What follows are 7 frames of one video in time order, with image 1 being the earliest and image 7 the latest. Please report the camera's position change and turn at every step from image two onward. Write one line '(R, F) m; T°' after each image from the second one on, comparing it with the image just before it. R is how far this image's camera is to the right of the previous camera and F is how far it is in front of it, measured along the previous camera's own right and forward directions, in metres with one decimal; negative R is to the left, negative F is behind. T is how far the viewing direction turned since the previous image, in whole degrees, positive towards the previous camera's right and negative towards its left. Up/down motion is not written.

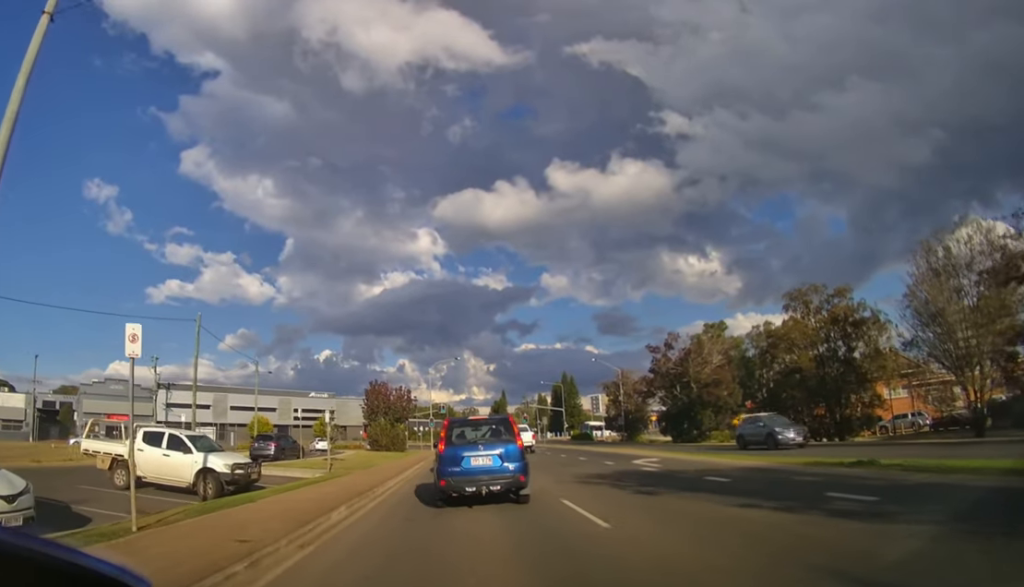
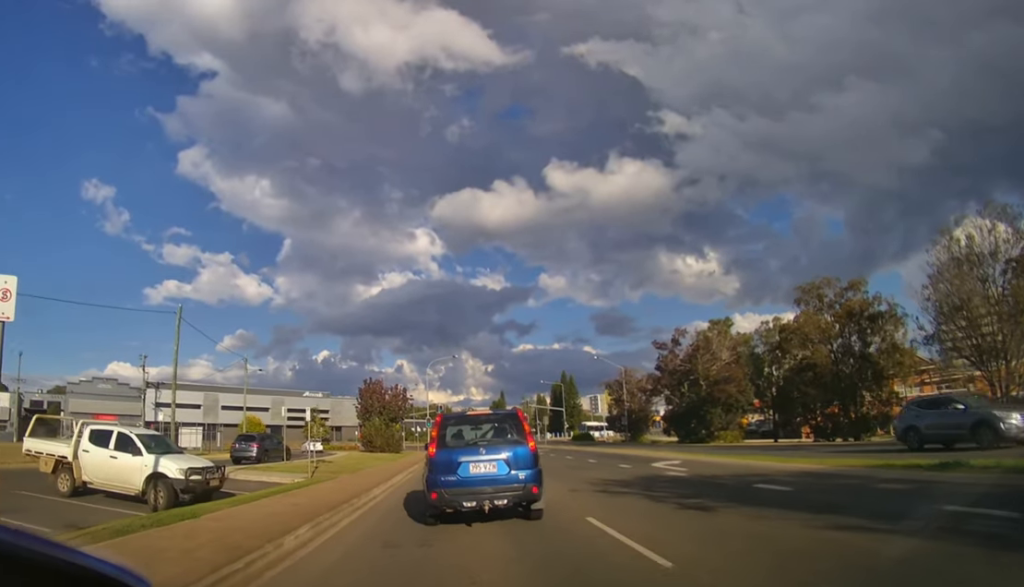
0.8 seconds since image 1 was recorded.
(0.0, +2.8) m; +1°
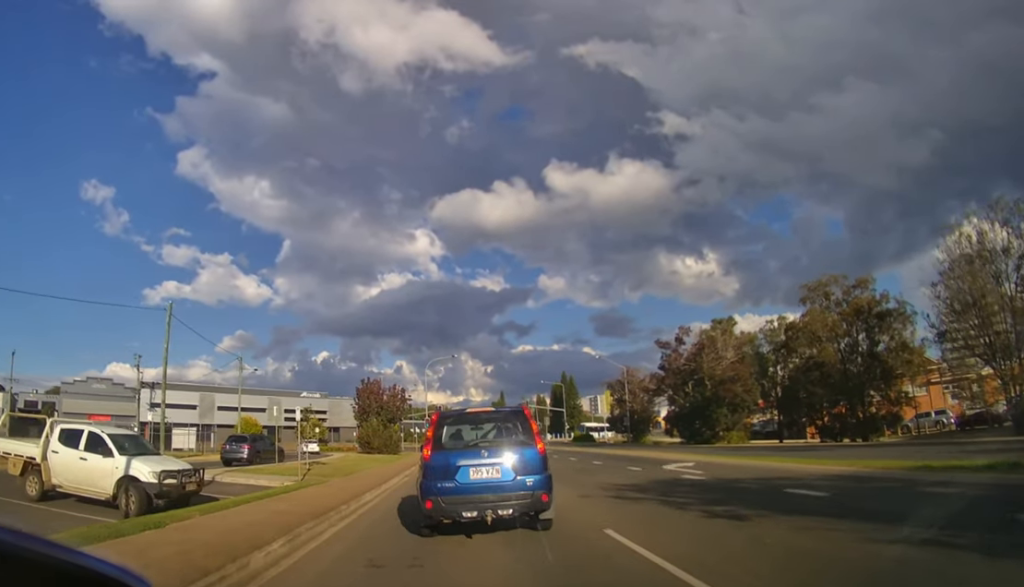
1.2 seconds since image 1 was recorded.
(0.0, +1.2) m; +1°
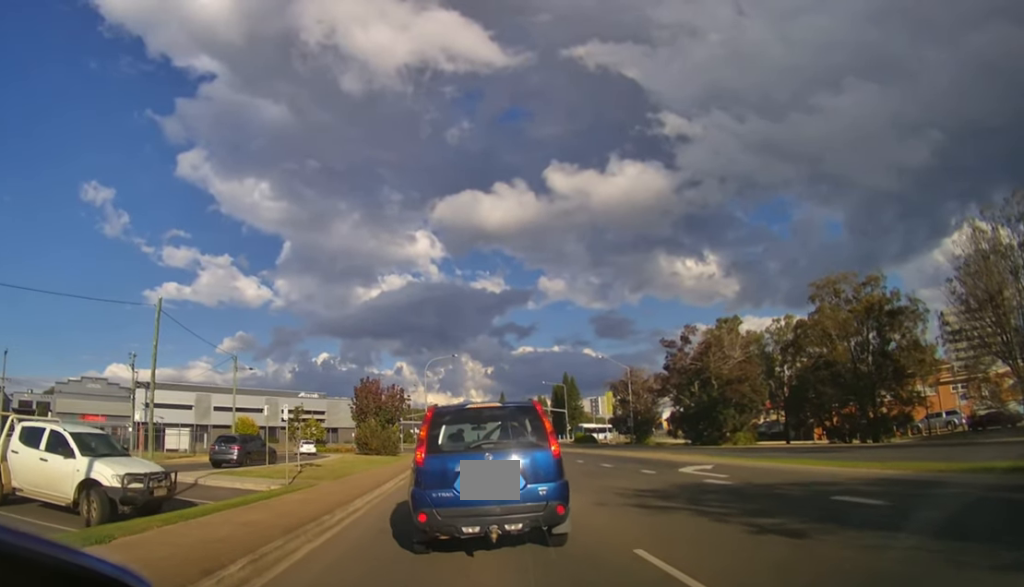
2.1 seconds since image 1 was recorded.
(0.0, +1.6) m; +1°
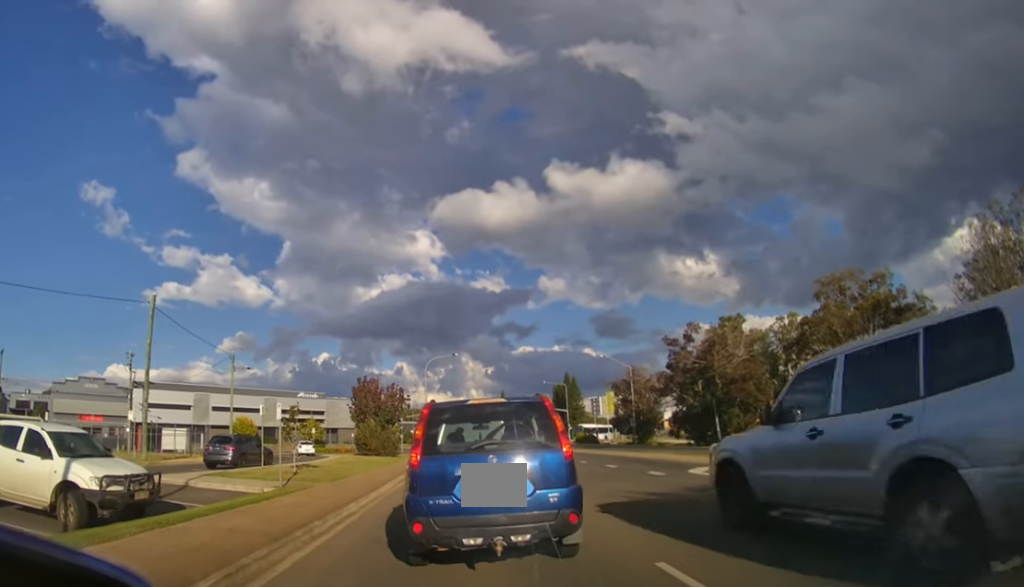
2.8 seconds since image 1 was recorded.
(0.0, +0.5) m; 0°
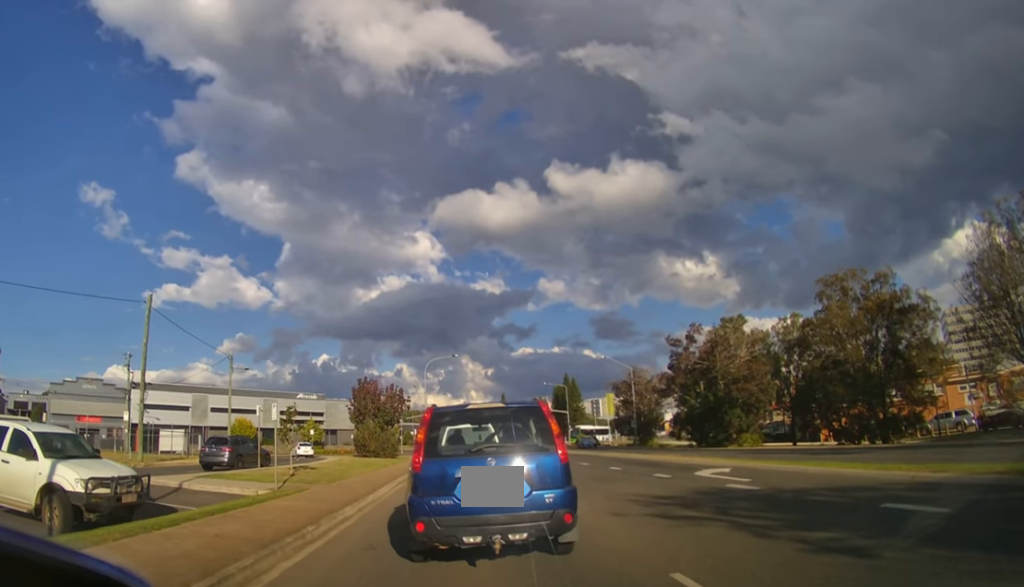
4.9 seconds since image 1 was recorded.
(+0.2, +0.6) m; 0°
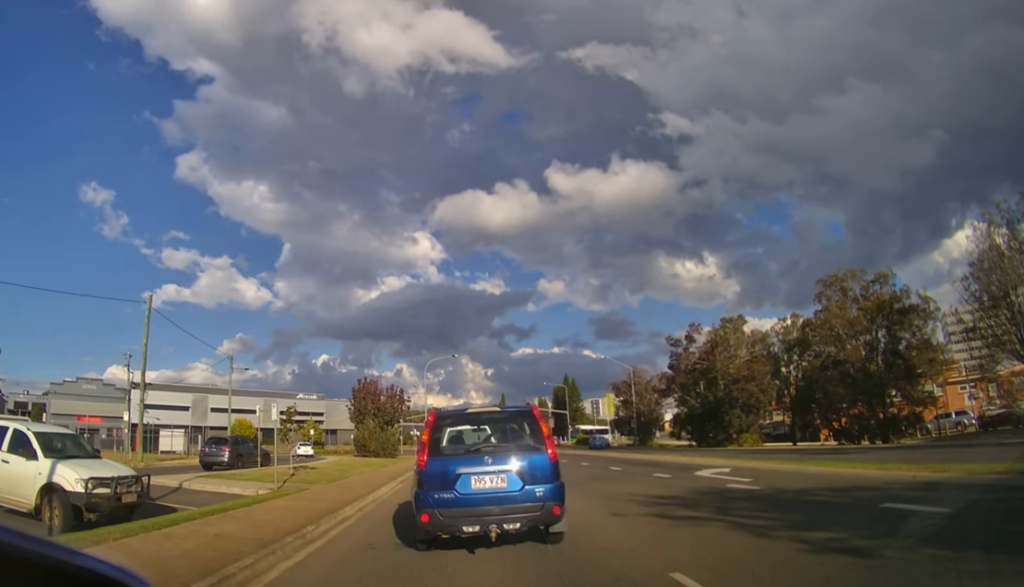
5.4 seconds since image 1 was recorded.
(0.0, 0.0) m; 0°
